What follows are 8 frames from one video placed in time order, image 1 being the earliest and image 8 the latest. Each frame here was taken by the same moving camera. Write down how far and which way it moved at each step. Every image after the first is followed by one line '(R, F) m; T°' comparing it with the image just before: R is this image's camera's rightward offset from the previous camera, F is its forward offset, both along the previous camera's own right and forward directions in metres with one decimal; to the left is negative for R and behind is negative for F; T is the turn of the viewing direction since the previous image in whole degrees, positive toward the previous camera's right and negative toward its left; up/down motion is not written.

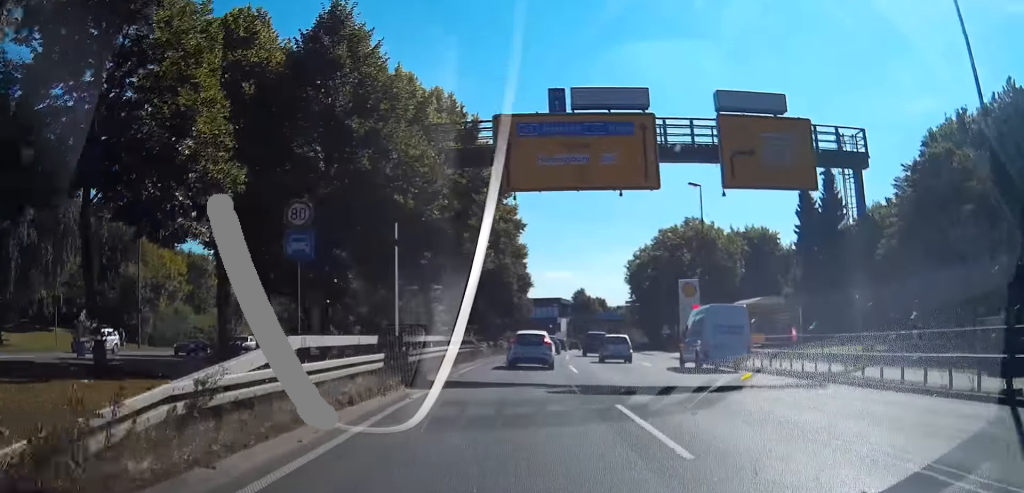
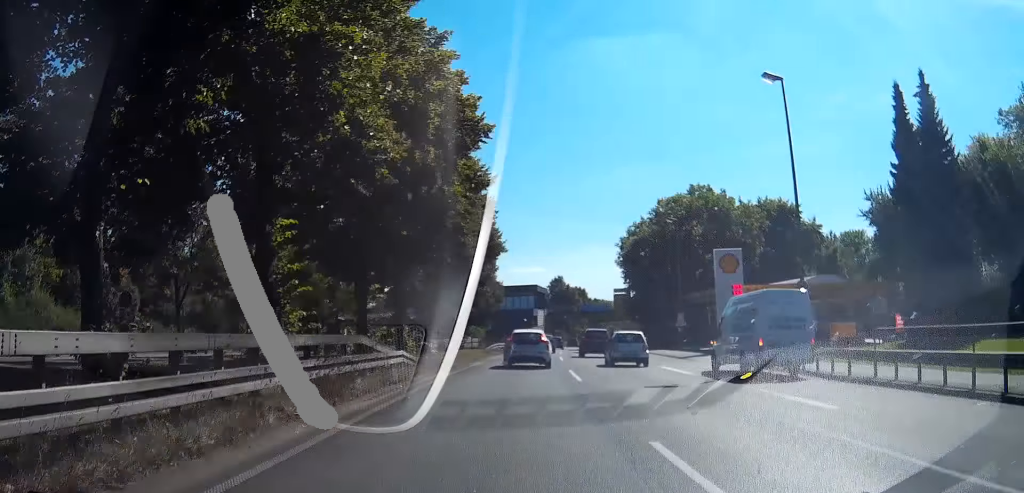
(+0.3, +24.4) m; +2°
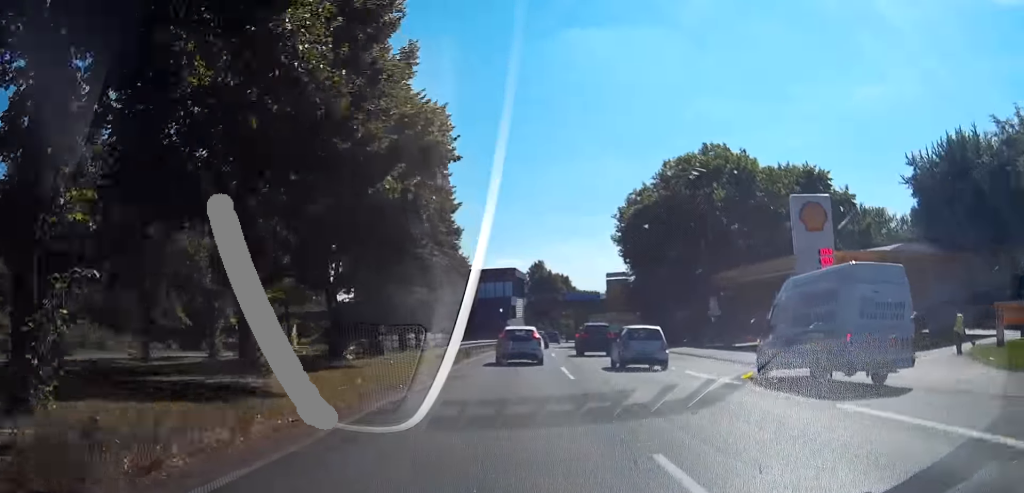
(+0.6, +20.3) m; +2°
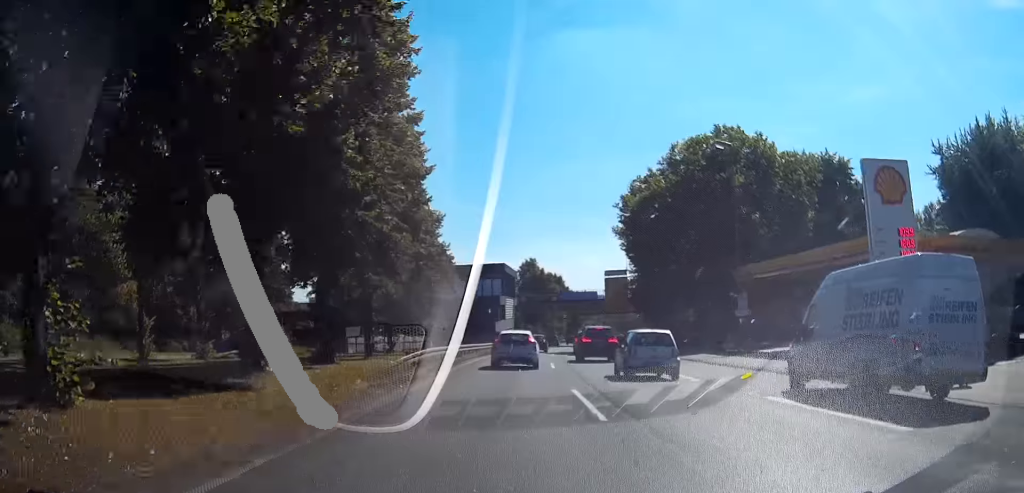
(0.0, +9.0) m; +1°
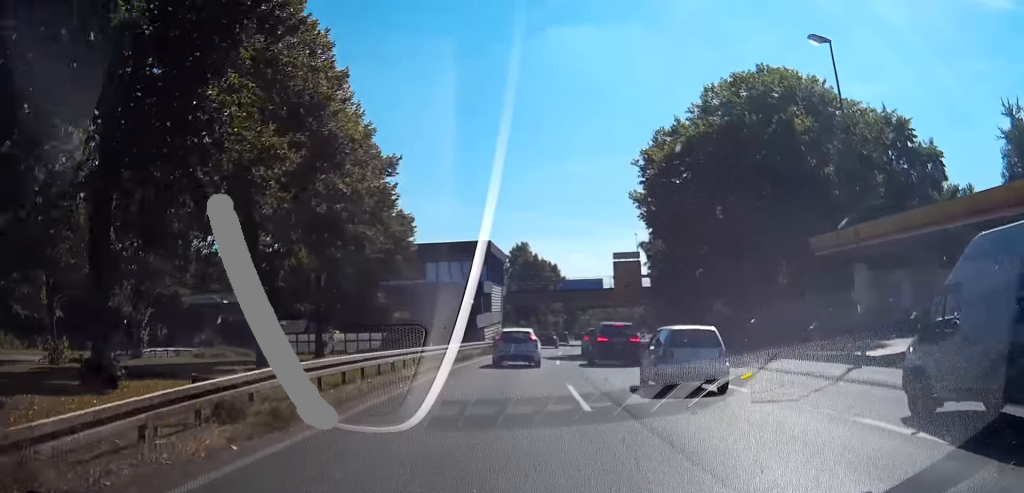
(+0.3, +17.2) m; +2°
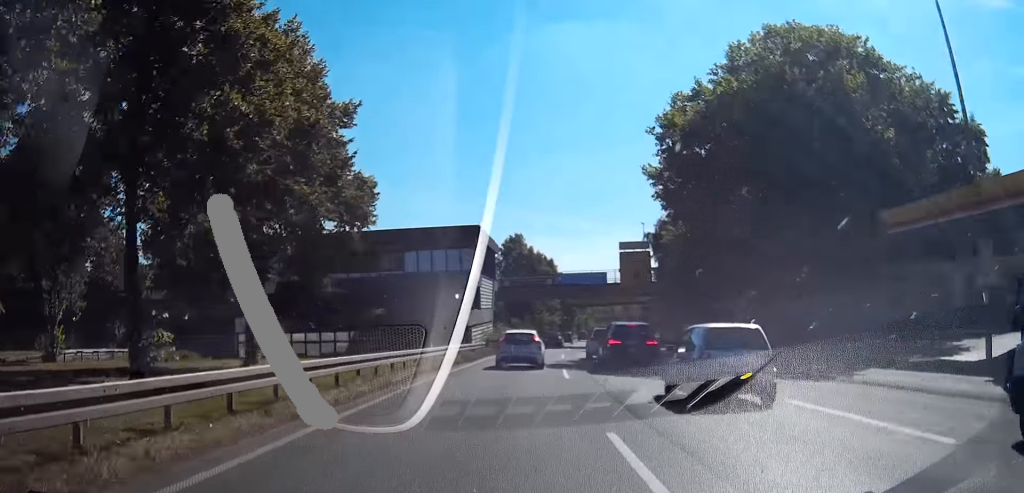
(+0.2, +8.9) m; +1°
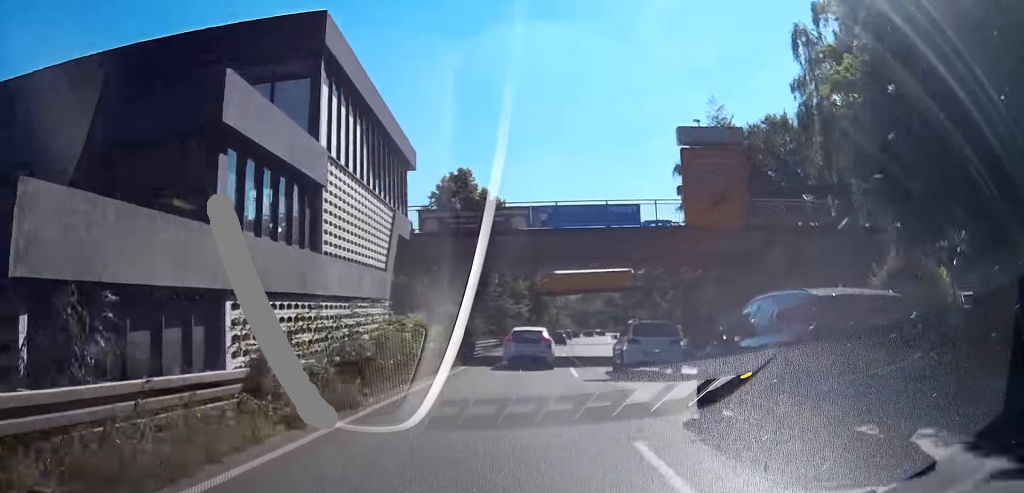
(+0.3, +36.6) m; +4°
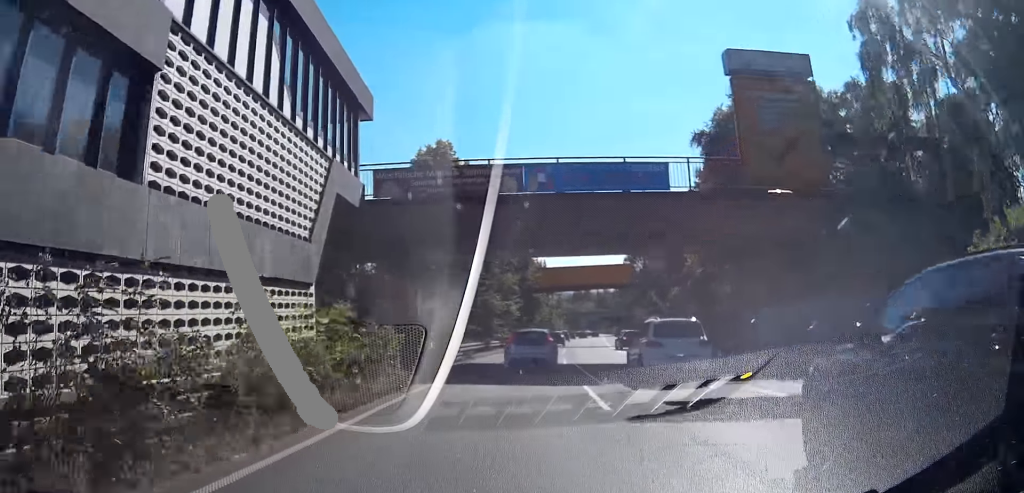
(-0.2, +8.4) m; +2°
